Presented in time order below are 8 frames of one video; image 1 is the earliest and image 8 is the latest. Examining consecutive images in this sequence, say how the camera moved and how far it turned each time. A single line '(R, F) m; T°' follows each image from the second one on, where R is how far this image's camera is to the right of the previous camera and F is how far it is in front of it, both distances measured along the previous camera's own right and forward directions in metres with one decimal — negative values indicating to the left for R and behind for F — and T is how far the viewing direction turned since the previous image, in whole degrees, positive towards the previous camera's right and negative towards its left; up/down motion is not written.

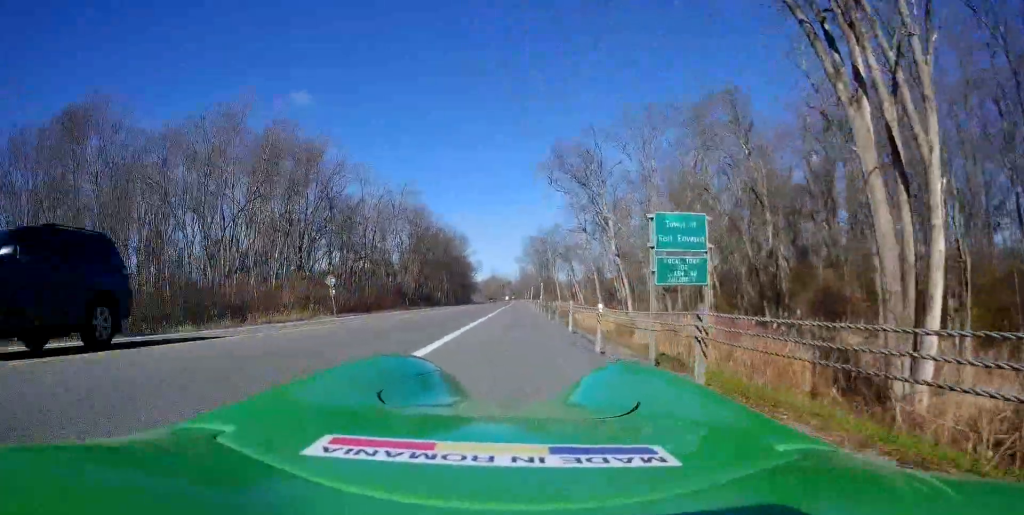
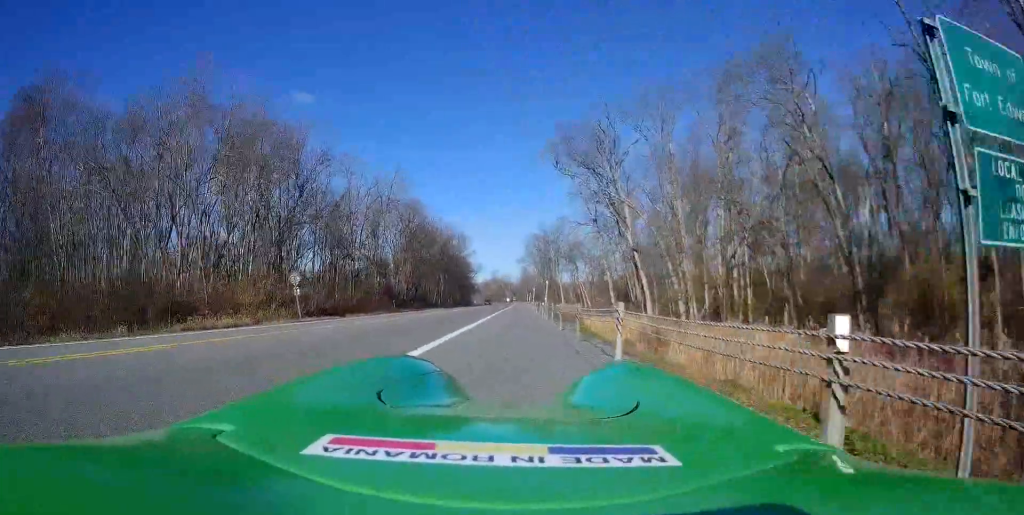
(+0.1, +7.4) m; +1°
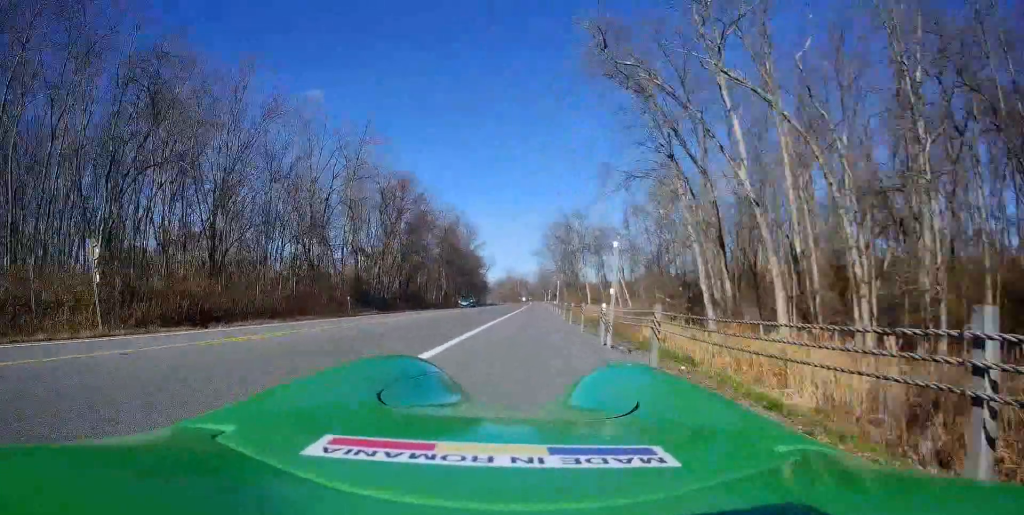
(0.0, +21.0) m; -1°
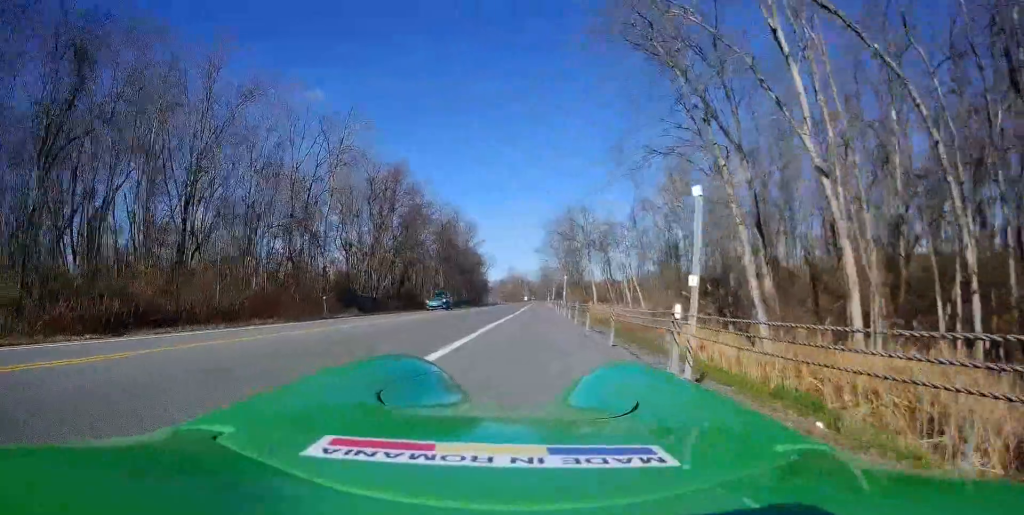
(-0.1, +5.3) m; 0°
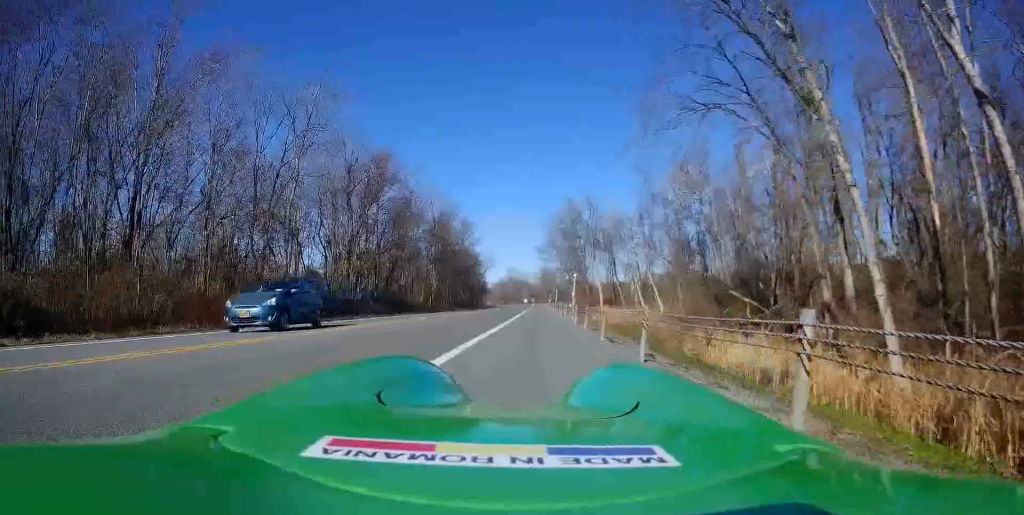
(+0.1, +7.6) m; 0°
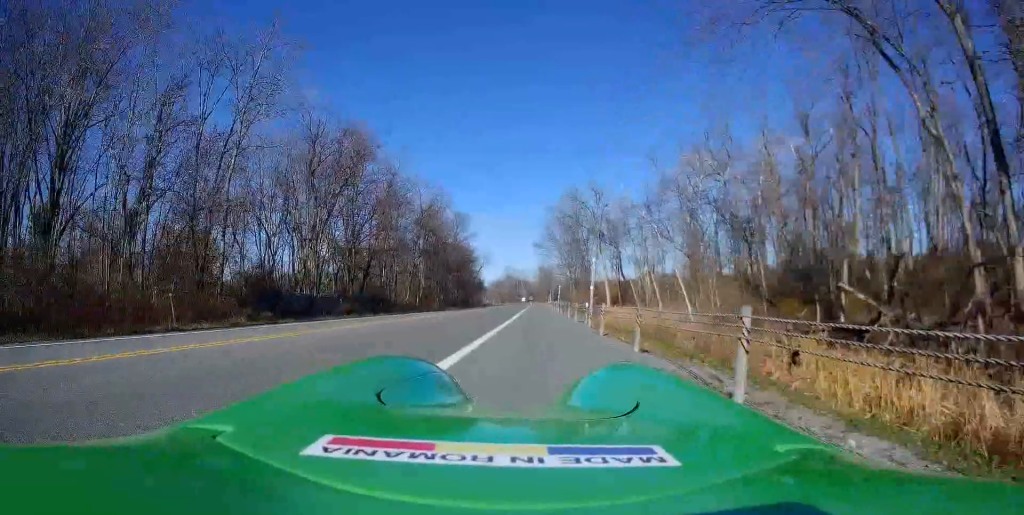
(-0.2, +8.6) m; +2°
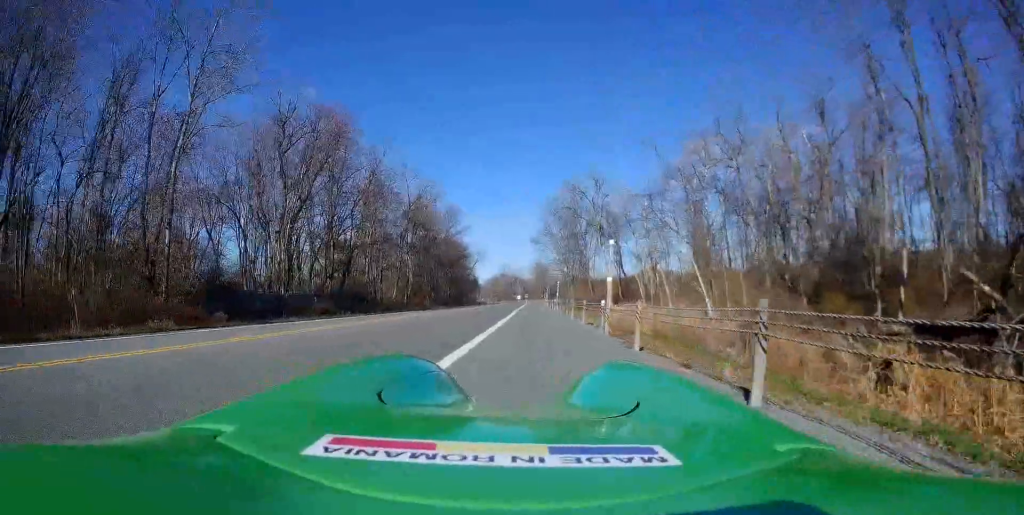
(+0.3, +5.3) m; +2°
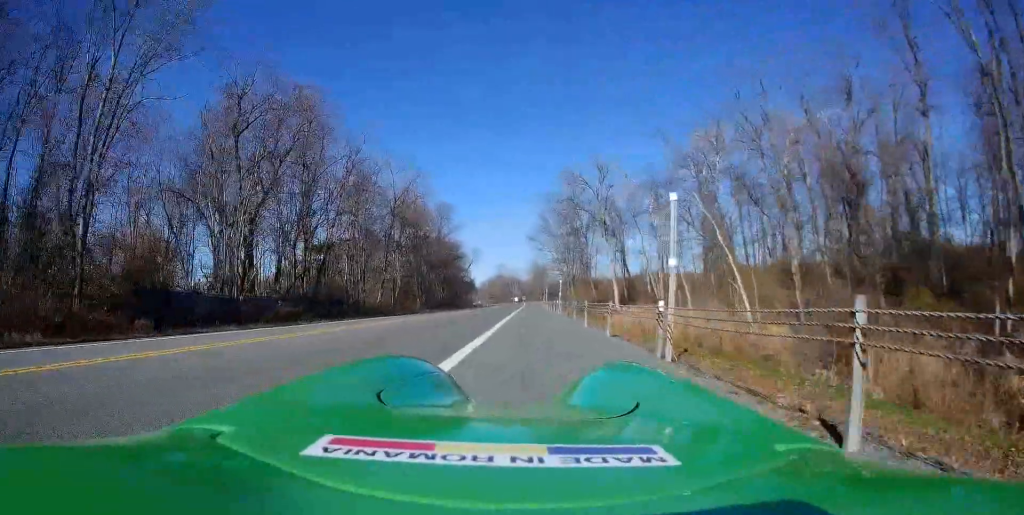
(+0.2, +6.4) m; 0°
